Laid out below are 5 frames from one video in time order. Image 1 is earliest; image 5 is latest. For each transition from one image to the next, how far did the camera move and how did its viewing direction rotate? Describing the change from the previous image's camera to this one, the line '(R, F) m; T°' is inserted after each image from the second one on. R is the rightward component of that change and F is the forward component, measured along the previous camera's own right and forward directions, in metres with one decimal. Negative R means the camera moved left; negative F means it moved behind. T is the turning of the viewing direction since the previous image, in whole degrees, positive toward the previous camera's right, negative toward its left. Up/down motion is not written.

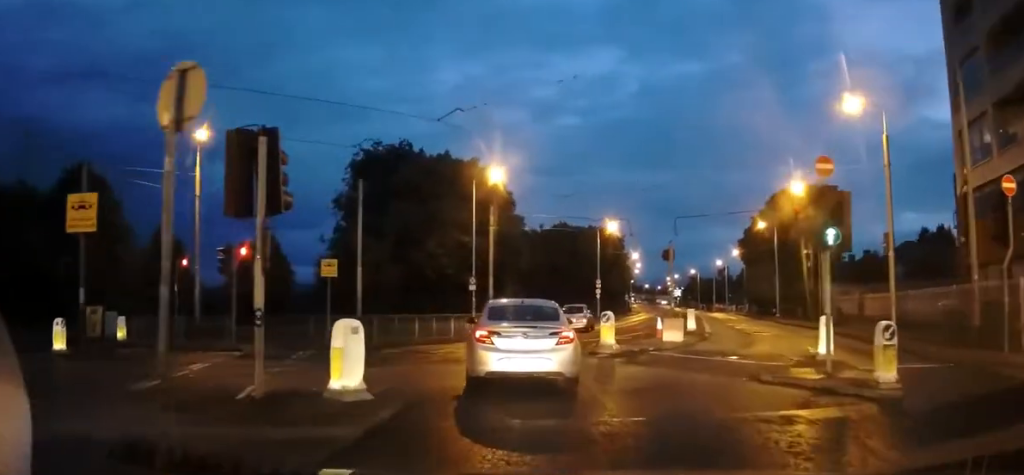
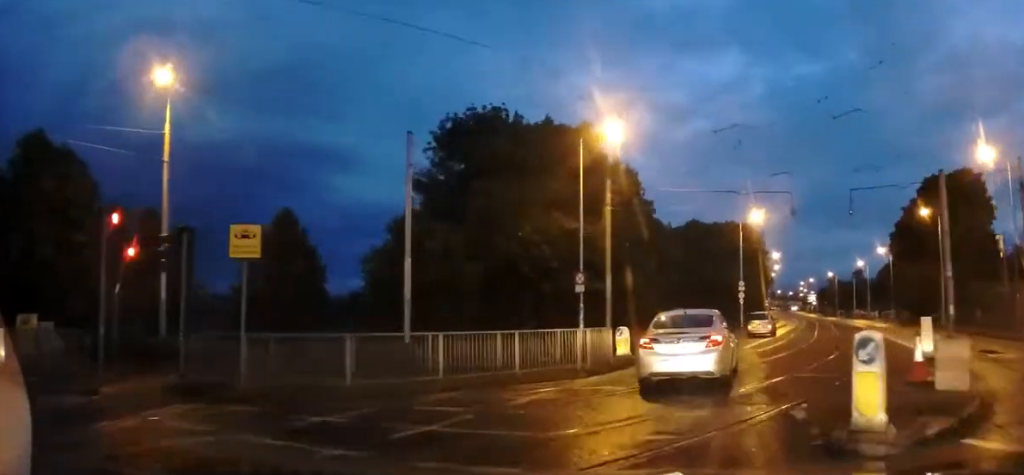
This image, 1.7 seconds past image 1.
(-0.9, +11.8) m; -8°
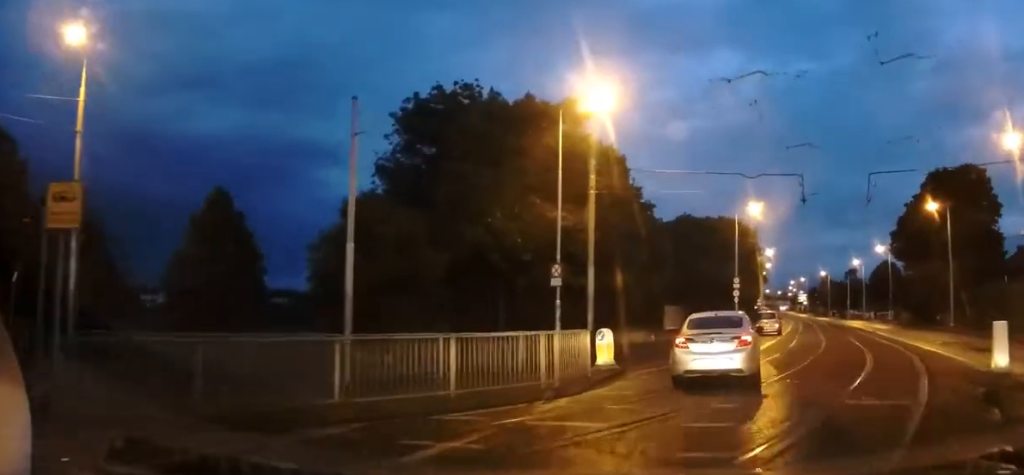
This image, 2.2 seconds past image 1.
(-0.3, +4.0) m; -1°
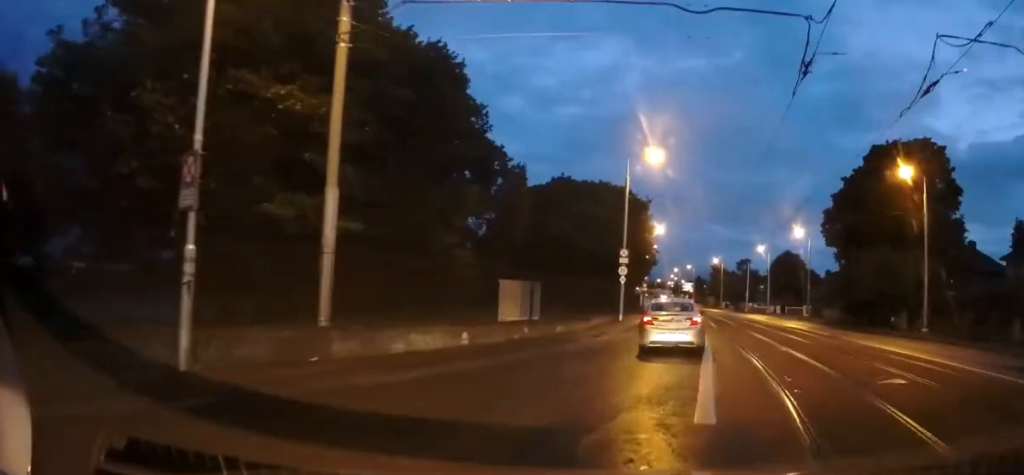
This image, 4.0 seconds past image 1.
(+1.9, +15.5) m; +13°
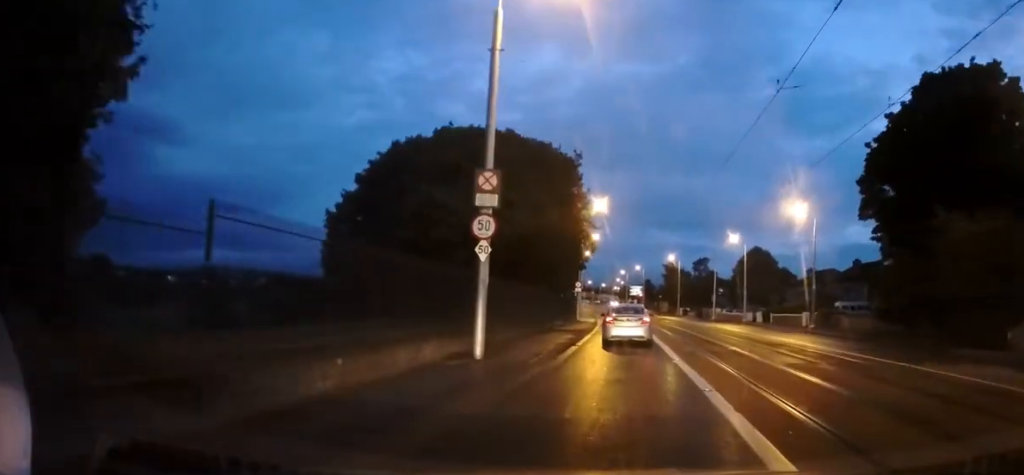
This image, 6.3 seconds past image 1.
(+0.8, +22.6) m; +2°
